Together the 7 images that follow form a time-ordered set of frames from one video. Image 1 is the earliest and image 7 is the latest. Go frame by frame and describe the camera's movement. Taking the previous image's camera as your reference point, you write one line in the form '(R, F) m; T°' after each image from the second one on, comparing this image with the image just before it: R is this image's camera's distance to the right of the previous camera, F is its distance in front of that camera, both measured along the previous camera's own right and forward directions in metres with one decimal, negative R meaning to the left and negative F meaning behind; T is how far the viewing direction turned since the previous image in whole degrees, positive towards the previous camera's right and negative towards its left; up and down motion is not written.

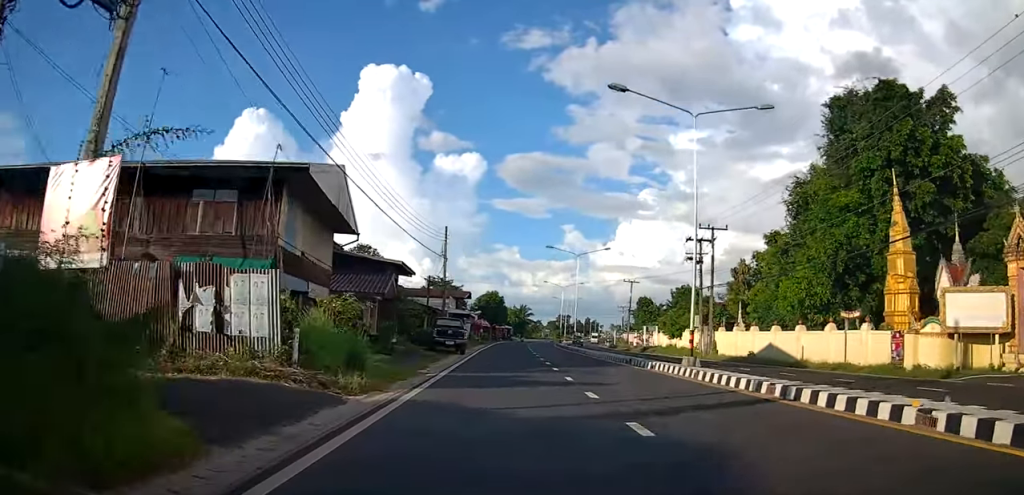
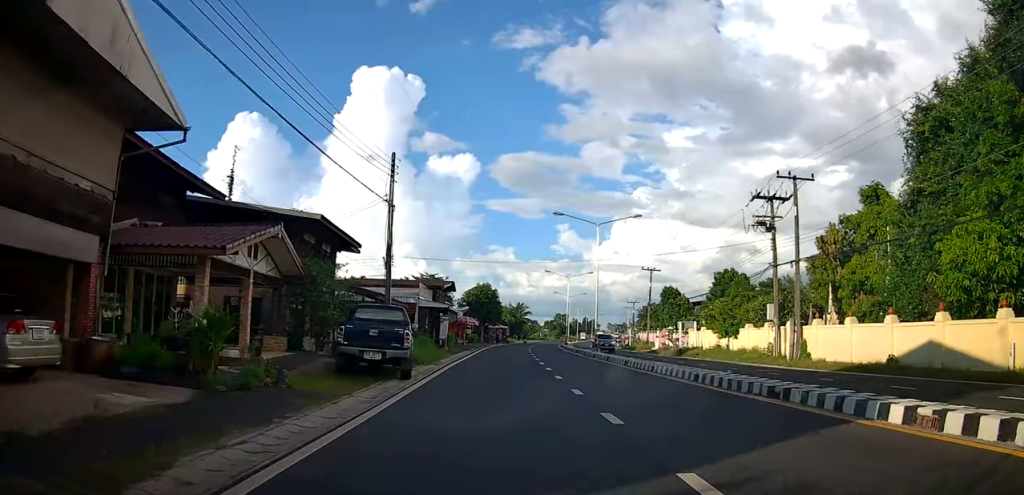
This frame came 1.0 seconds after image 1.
(-0.2, +15.3) m; 0°
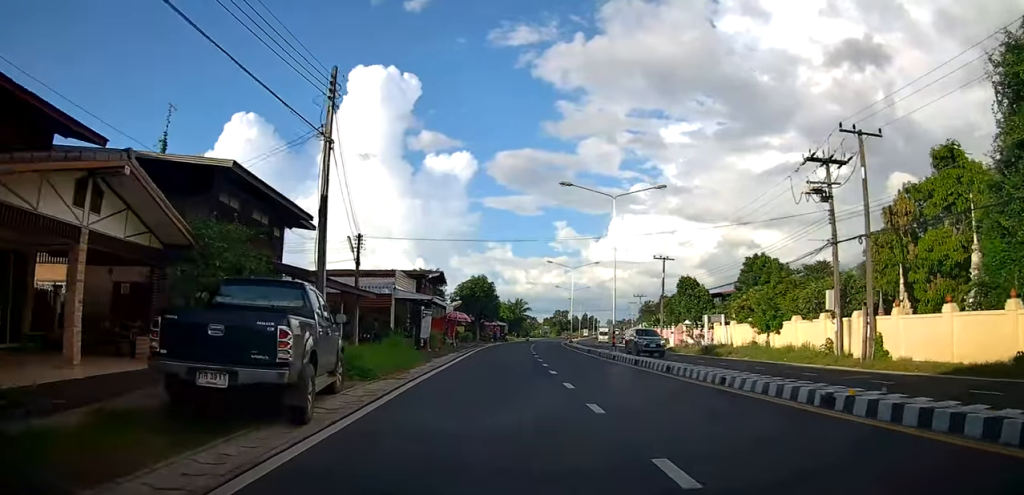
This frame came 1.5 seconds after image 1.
(-0.2, +7.2) m; 0°
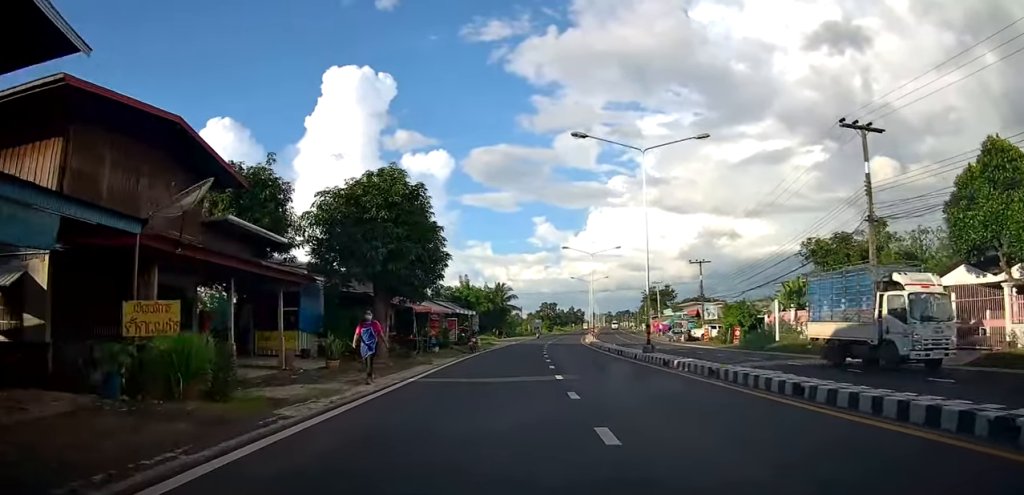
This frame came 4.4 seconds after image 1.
(+0.6, +43.6) m; +3°
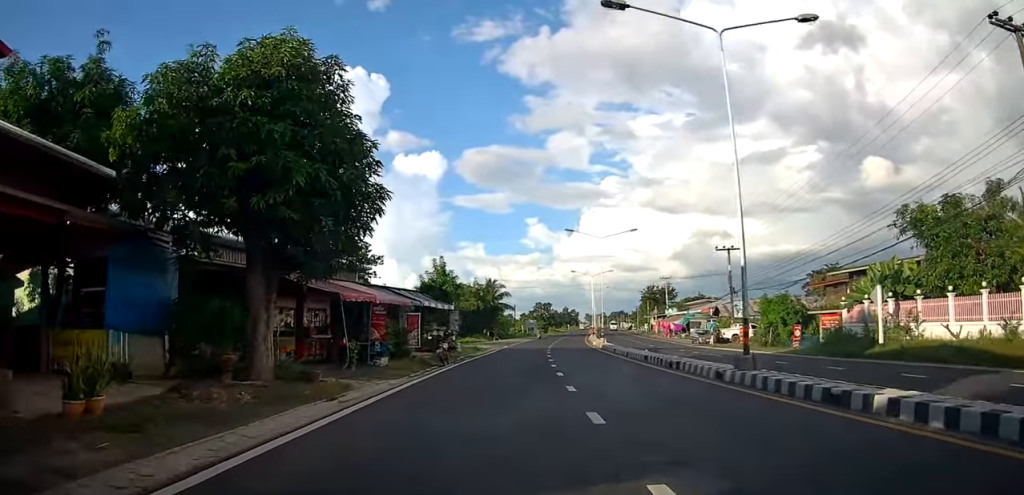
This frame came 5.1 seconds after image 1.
(0.0, +10.9) m; 0°
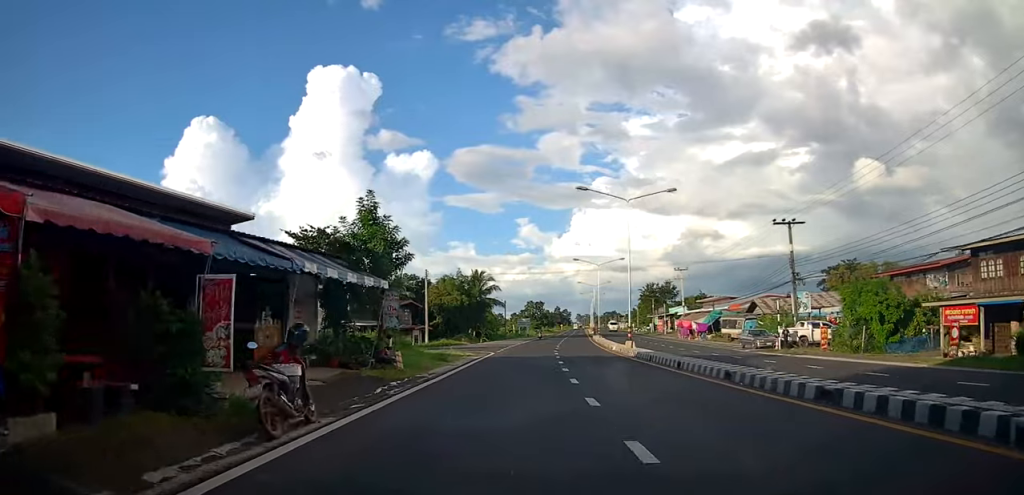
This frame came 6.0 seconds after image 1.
(0.0, +14.3) m; 0°
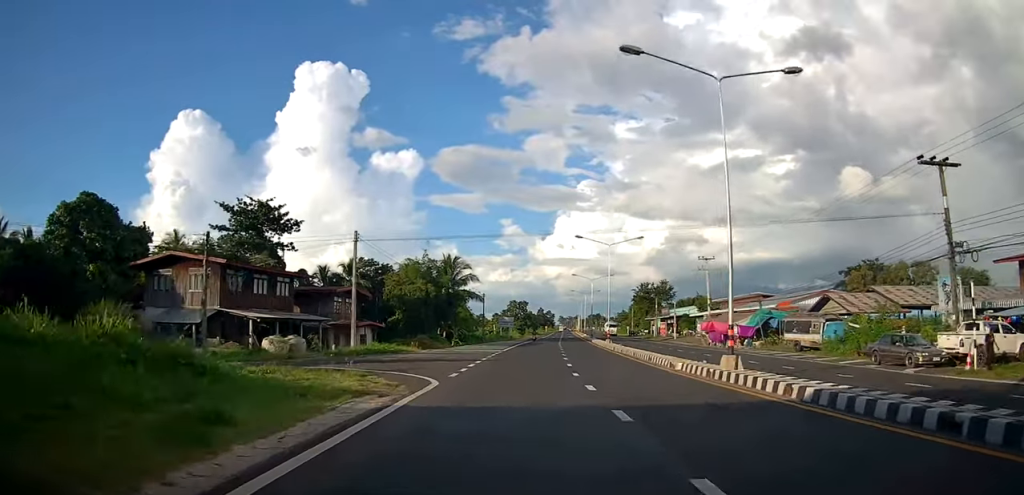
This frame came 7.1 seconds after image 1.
(0.0, +17.9) m; 0°
